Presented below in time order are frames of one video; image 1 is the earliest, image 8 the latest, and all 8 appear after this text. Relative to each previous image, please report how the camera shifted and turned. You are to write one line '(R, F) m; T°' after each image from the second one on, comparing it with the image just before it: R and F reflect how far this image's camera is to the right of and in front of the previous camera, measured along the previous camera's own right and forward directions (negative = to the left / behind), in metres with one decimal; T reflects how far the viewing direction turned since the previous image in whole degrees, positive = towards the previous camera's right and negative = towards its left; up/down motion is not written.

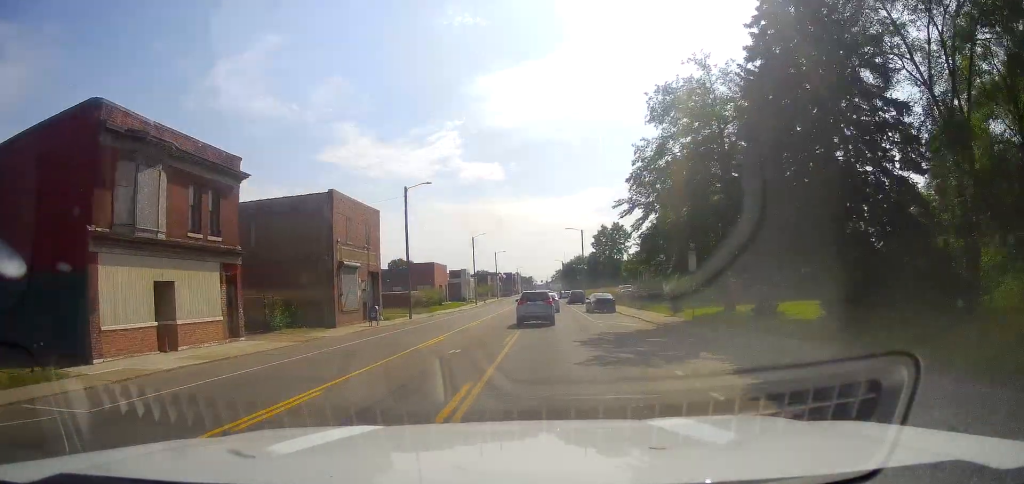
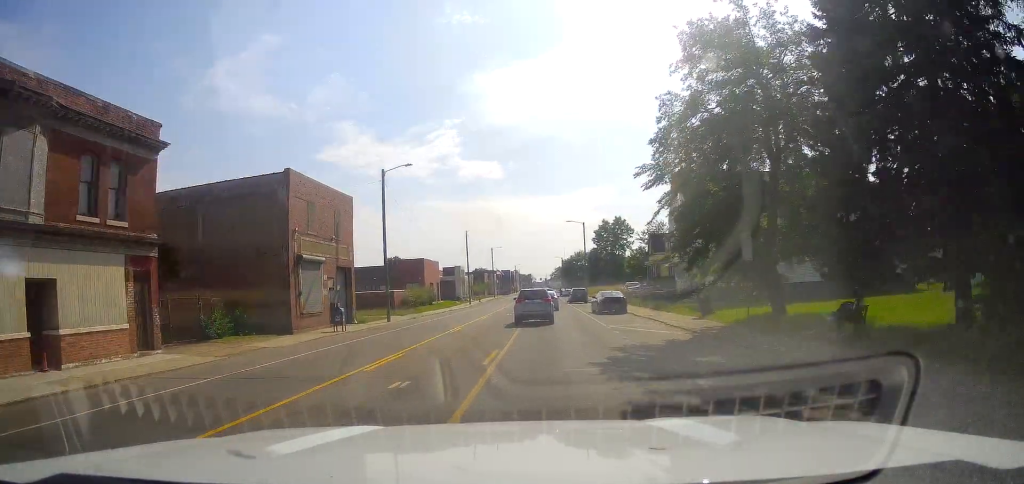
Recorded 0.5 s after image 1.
(-0.1, +6.4) m; 0°
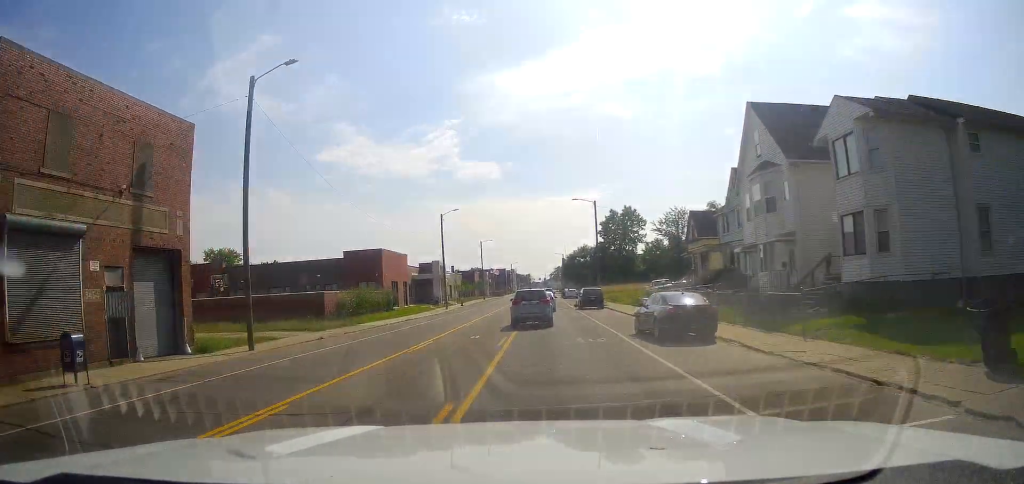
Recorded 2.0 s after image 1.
(+0.9, +19.8) m; +3°
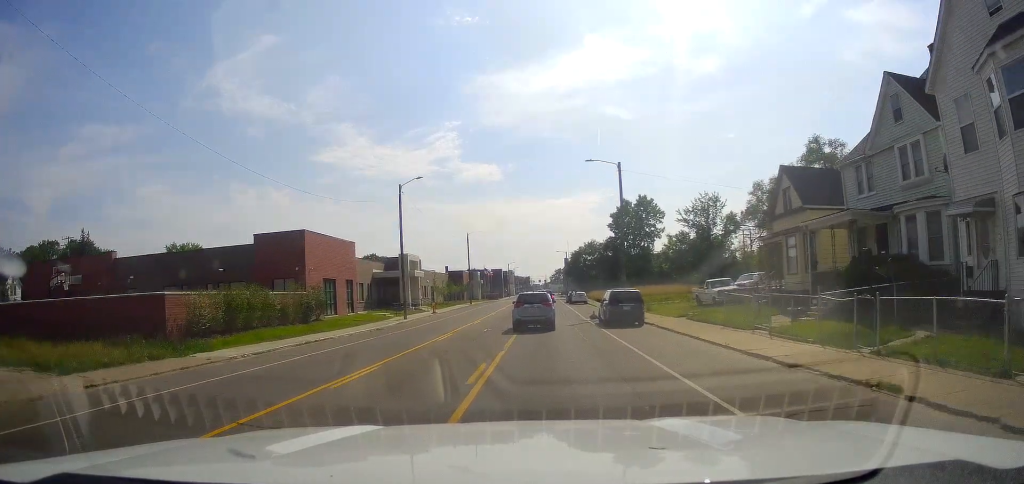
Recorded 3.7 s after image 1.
(-0.3, +19.4) m; 0°
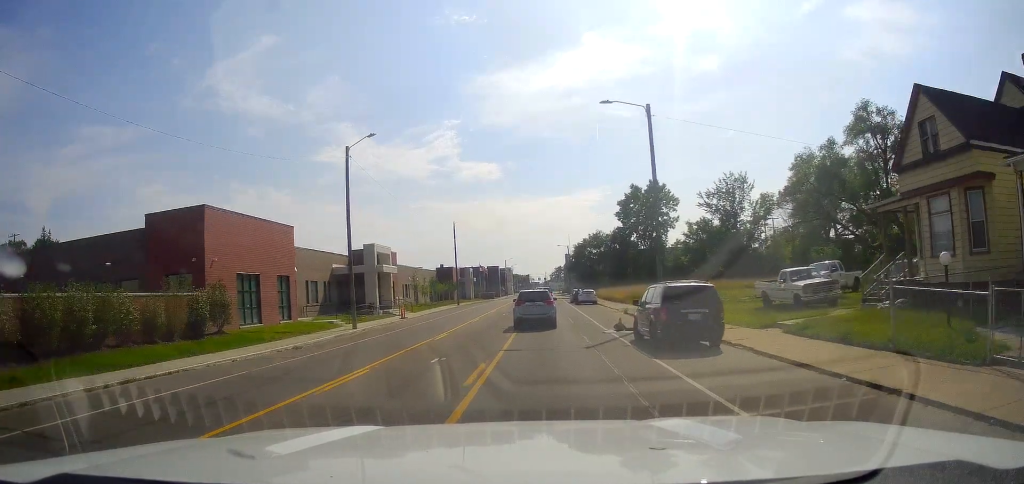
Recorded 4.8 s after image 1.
(+0.3, +12.2) m; +1°
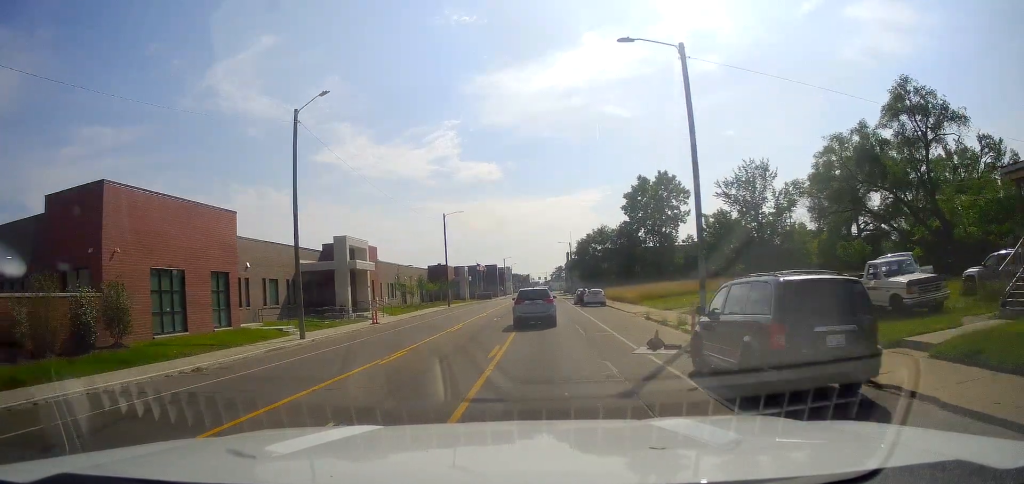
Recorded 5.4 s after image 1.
(+0.1, +7.5) m; 0°
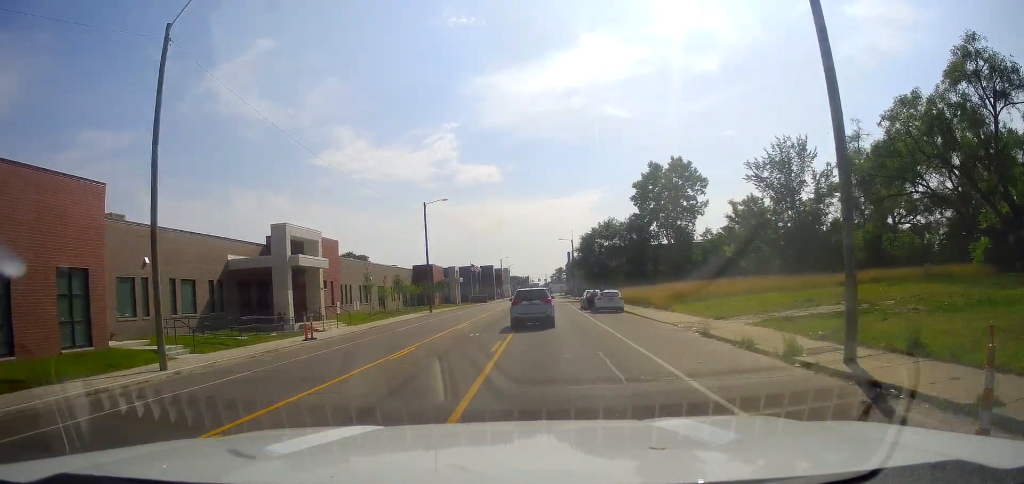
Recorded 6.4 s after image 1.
(-0.3, +10.7) m; 0°
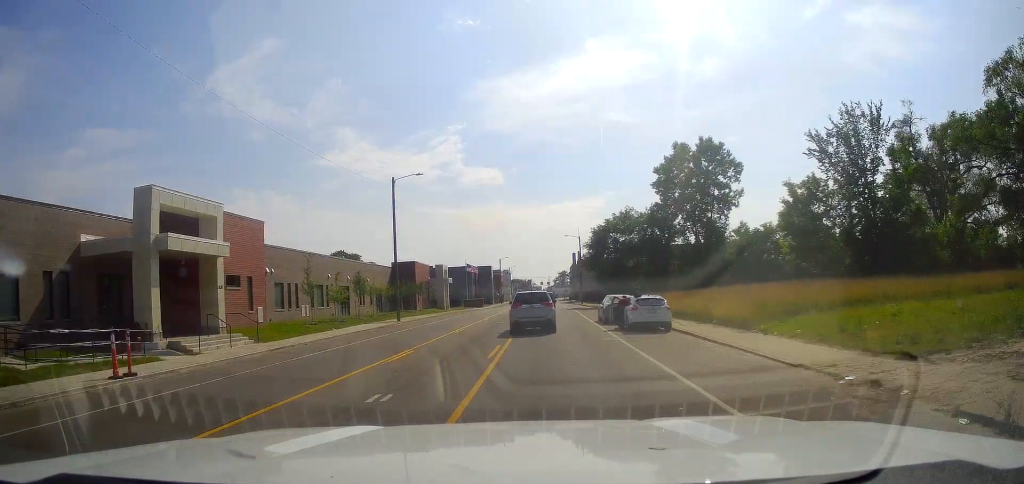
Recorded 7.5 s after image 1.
(+0.2, +13.3) m; -1°
